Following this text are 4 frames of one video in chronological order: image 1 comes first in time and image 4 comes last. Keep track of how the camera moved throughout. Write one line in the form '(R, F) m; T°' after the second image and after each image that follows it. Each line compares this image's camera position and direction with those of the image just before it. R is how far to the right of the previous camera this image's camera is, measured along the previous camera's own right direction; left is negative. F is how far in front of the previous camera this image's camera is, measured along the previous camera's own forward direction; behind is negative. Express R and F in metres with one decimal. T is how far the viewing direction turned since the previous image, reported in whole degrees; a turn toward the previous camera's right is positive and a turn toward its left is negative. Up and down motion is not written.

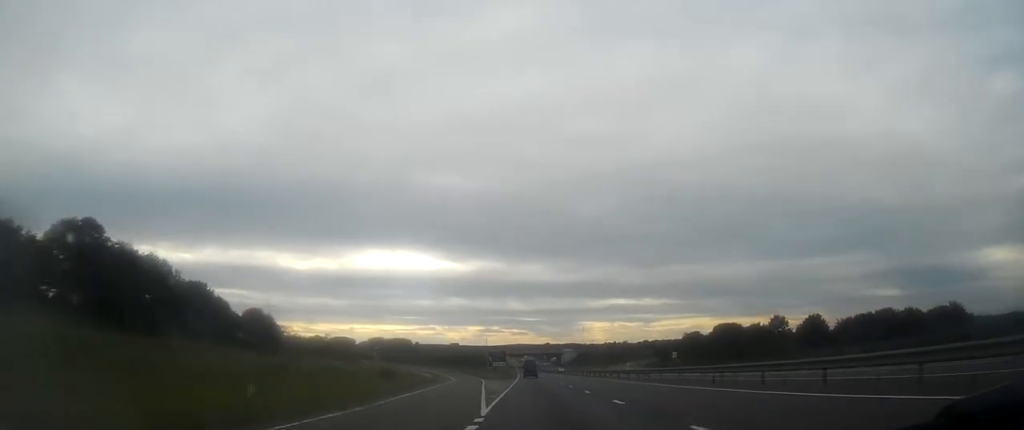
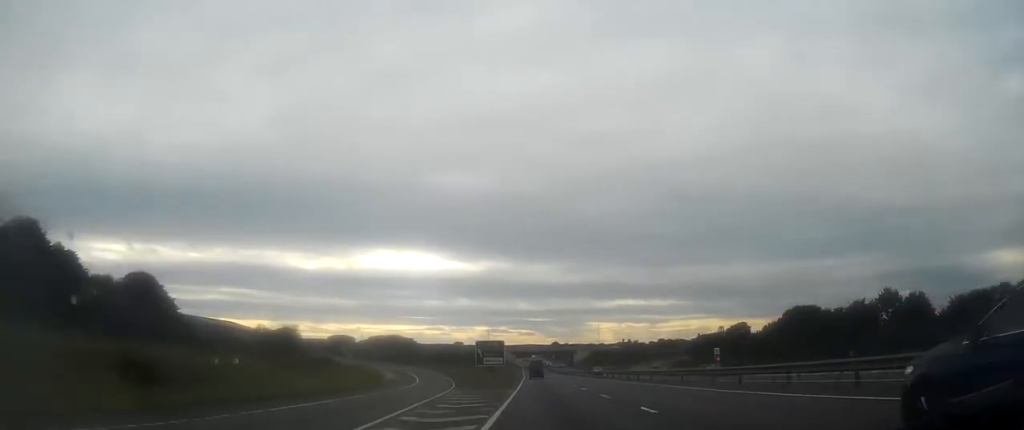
(-0.7, +39.9) m; -1°
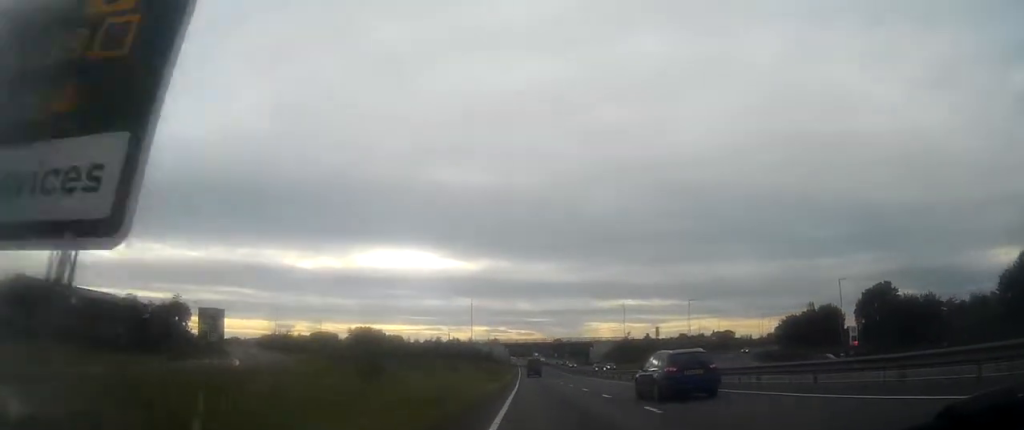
(-0.7, +74.1) m; -1°
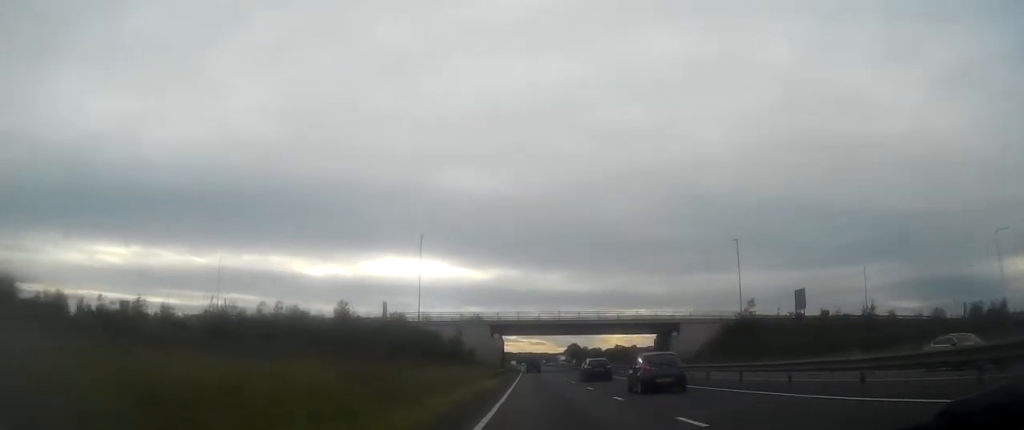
(+0.2, +103.7) m; 0°
